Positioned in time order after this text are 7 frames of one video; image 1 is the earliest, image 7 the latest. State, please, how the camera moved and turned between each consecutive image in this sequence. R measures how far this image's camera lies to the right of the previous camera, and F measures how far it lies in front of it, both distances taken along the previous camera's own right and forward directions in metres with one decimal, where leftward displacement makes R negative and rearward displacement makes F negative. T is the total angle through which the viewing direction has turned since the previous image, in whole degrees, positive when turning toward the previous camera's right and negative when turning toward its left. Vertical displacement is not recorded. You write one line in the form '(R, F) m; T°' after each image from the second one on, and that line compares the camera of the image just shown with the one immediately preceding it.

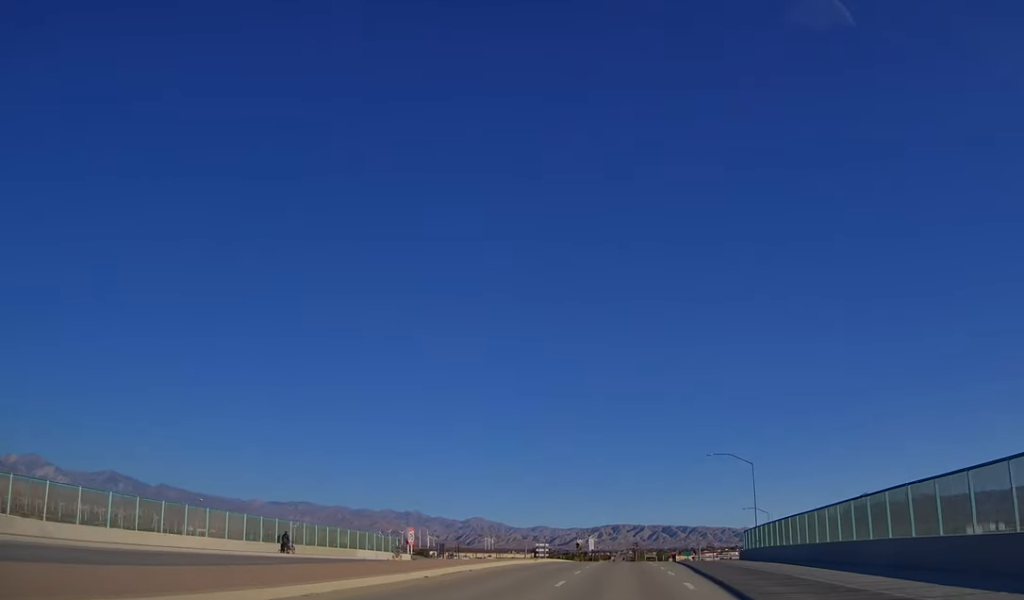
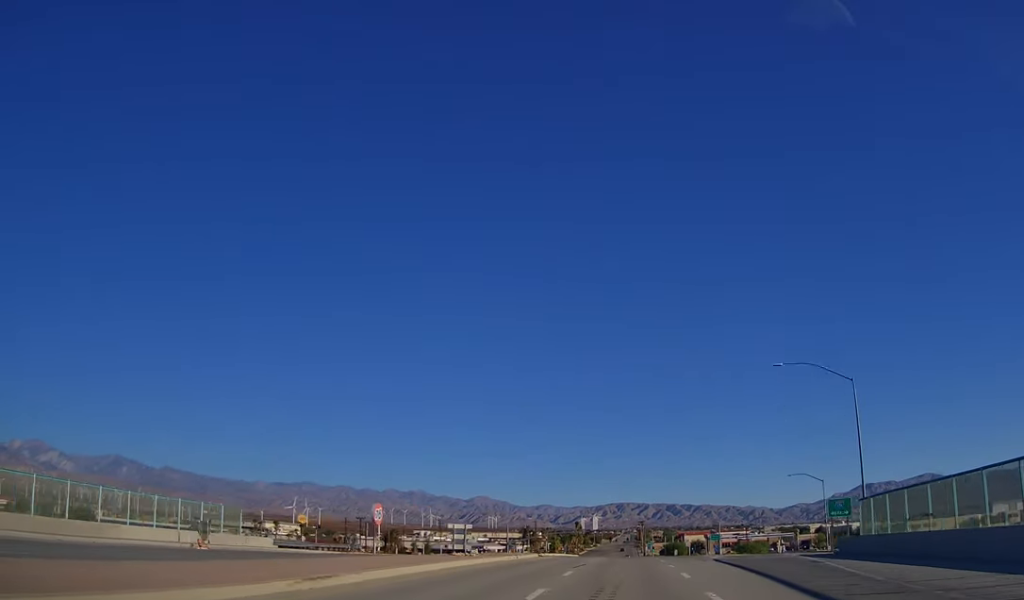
(0.0, +34.2) m; +1°
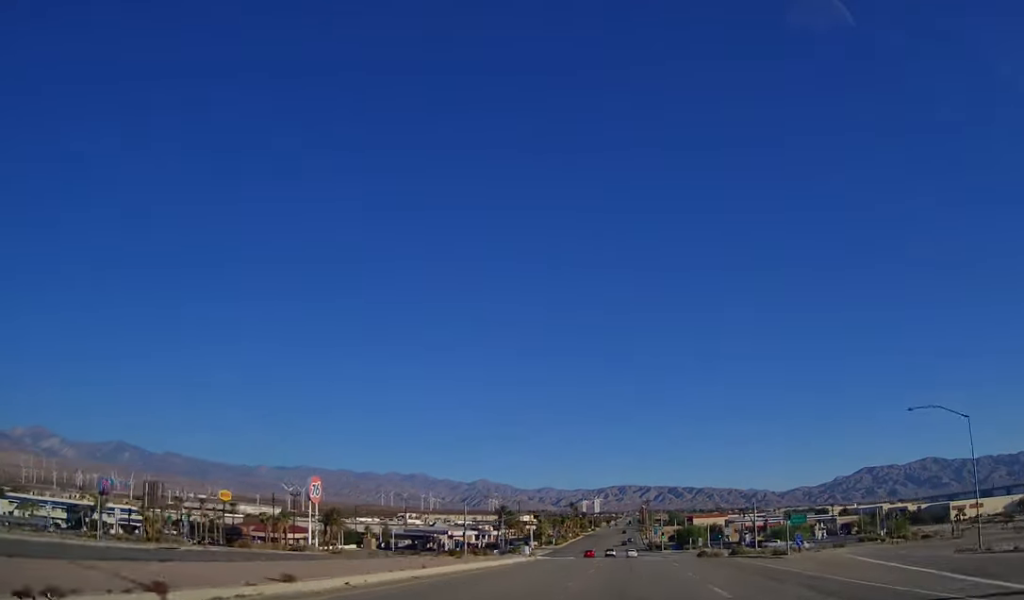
(+0.7, +42.3) m; +2°
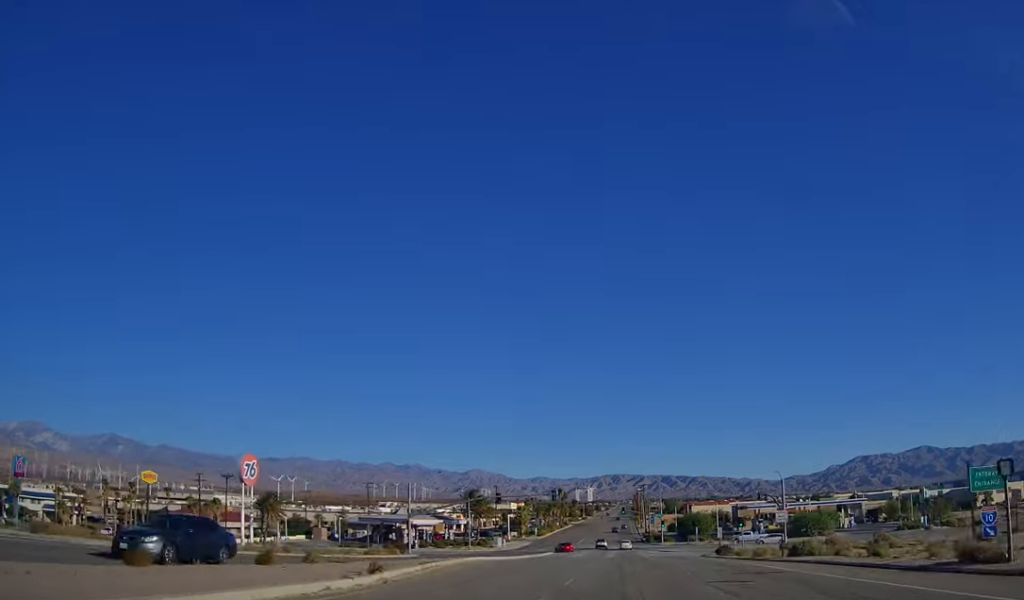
(+0.3, +27.1) m; 0°
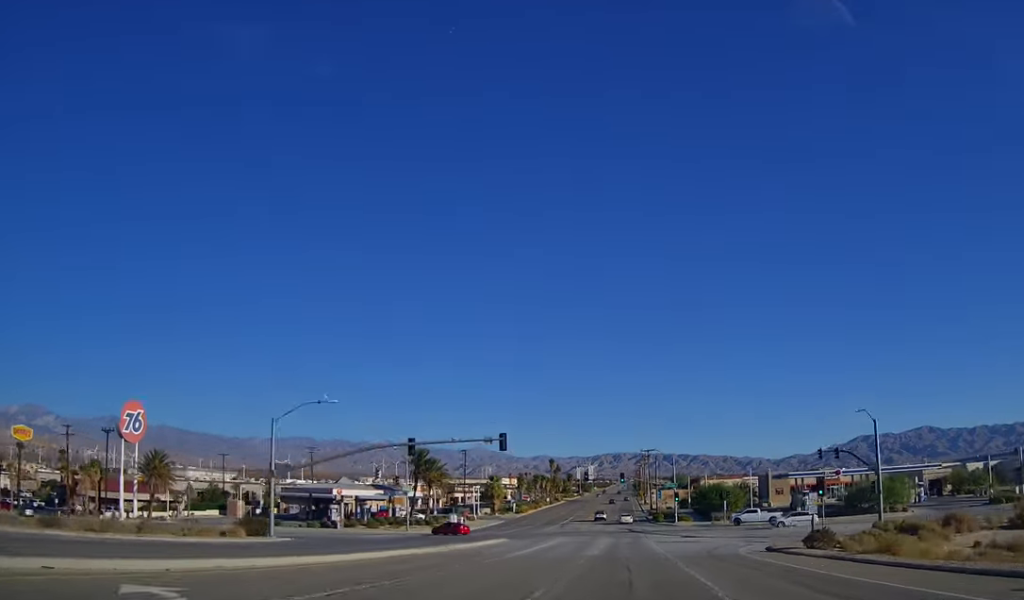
(-0.1, +35.8) m; 0°
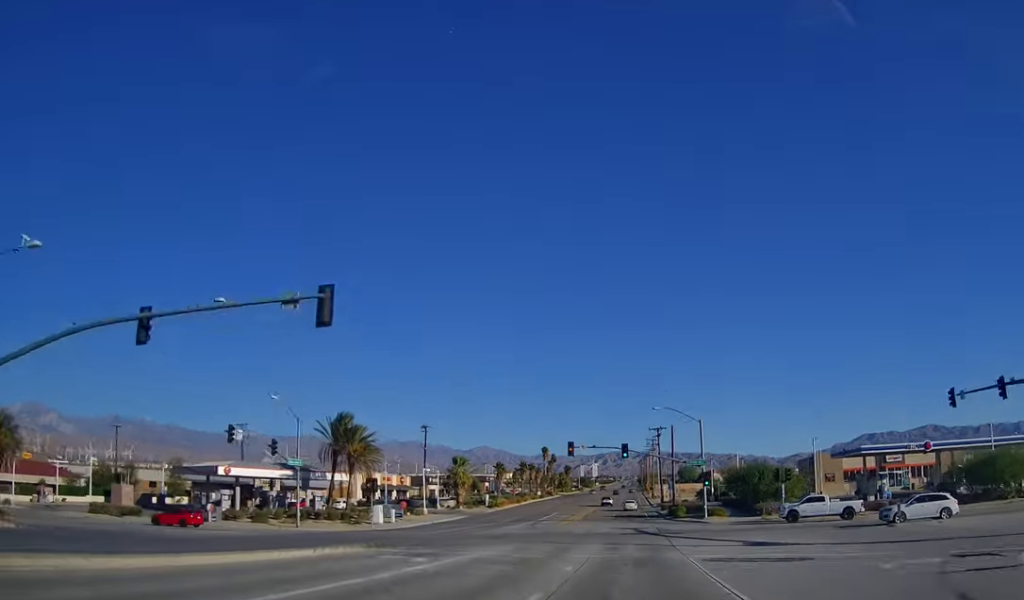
(-0.1, +30.4) m; -1°
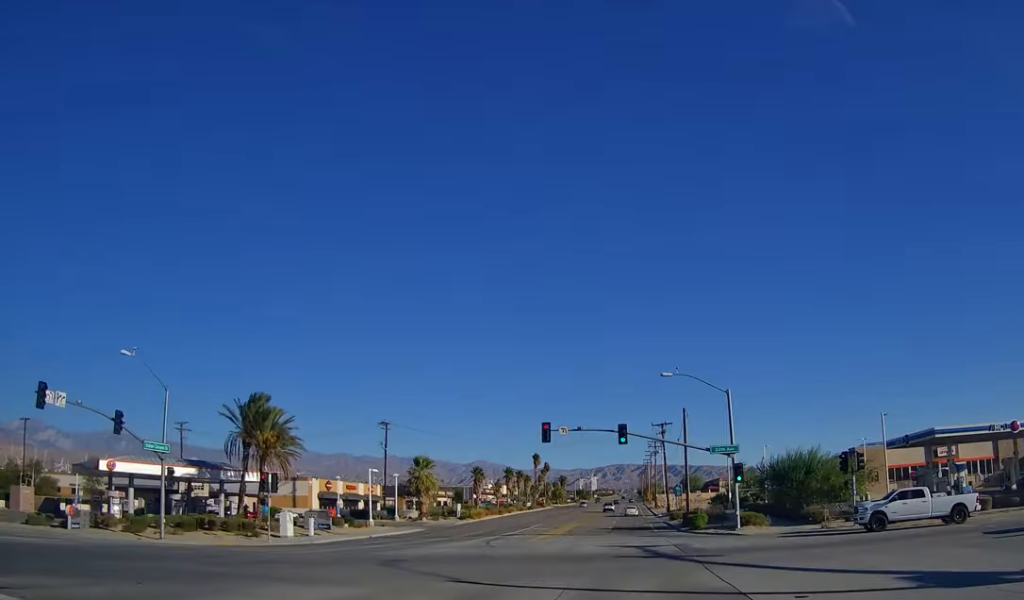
(+0.1, +17.6) m; -1°
